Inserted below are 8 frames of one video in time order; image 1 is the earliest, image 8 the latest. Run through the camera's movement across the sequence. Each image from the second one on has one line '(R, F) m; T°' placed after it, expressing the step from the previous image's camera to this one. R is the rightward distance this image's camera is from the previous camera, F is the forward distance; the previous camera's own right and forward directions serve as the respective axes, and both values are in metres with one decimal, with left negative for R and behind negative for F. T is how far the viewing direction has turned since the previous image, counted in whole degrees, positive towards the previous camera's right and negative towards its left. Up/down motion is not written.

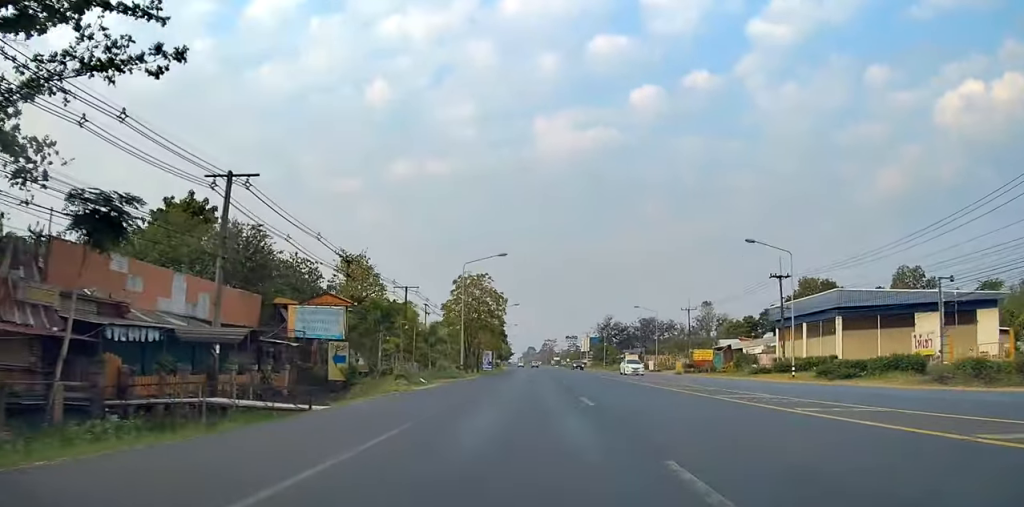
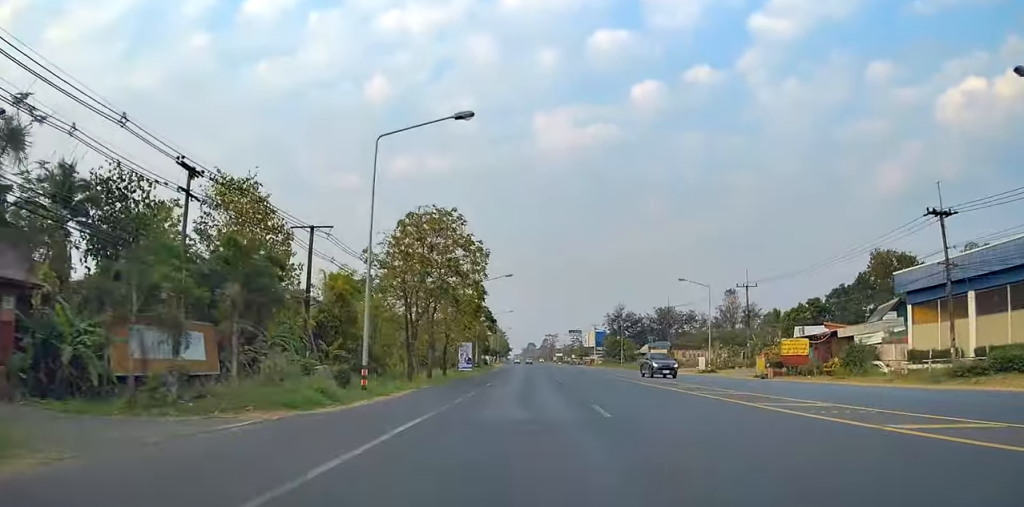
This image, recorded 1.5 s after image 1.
(0.0, +28.1) m; -1°
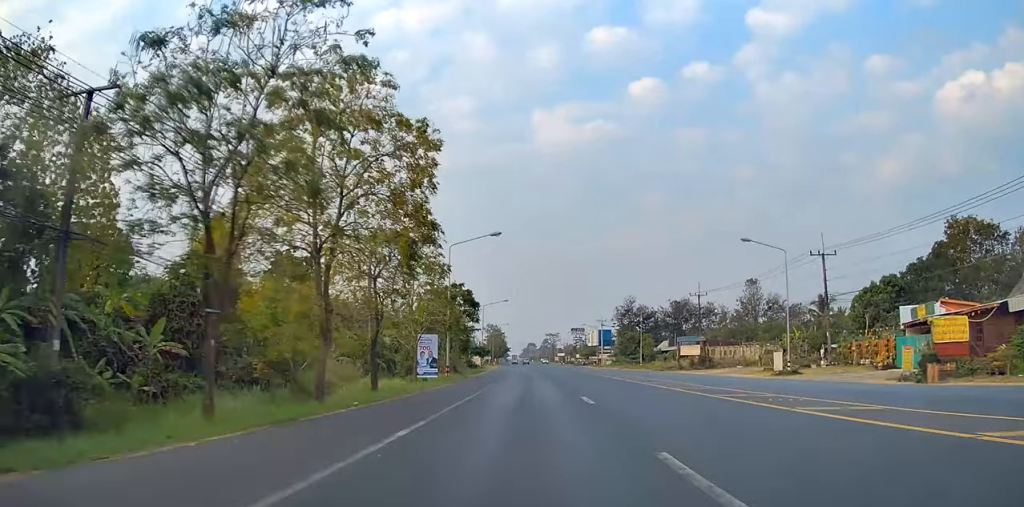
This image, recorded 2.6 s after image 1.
(-0.3, +20.7) m; -1°
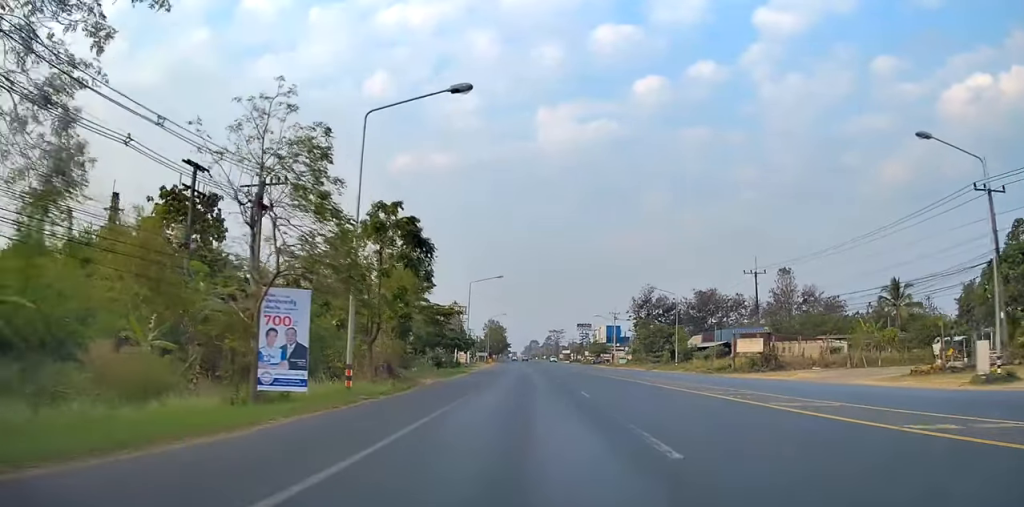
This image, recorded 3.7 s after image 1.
(0.0, +21.3) m; +1°
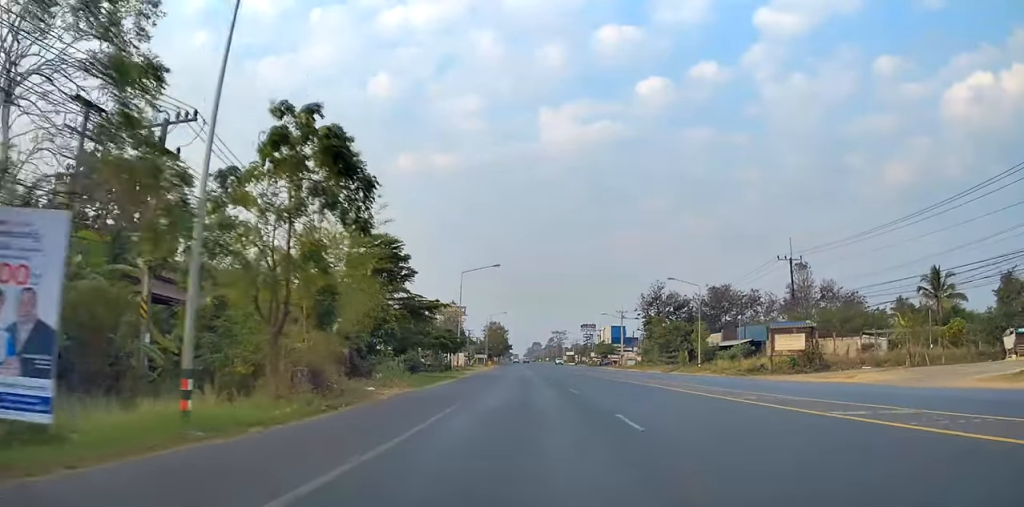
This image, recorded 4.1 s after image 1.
(+0.1, +8.9) m; 0°
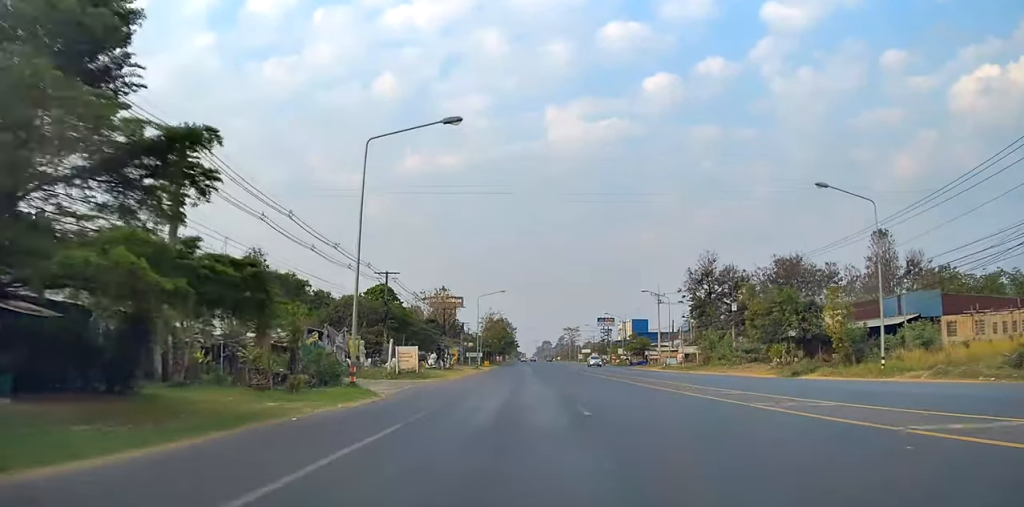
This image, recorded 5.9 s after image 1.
(-0.7, +33.0) m; -1°
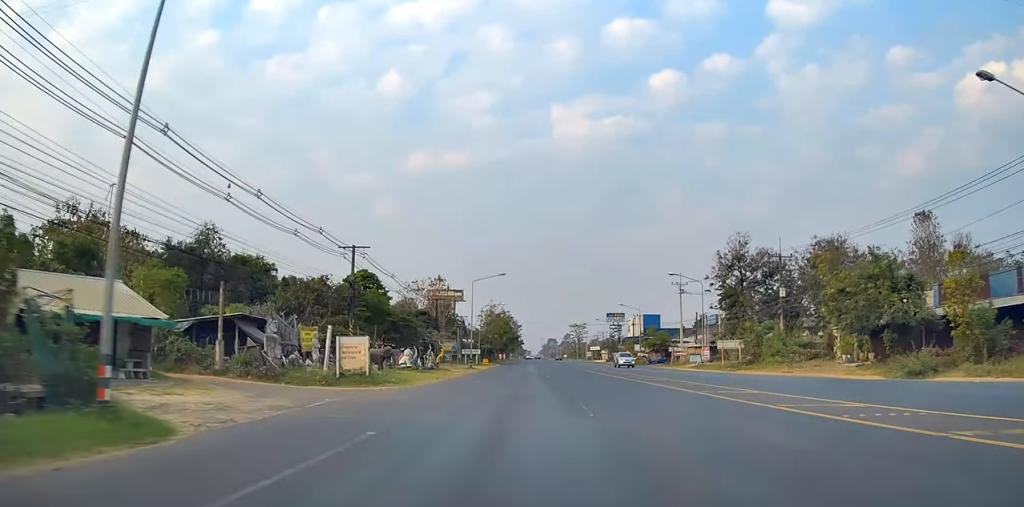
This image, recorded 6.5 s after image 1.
(+0.1, +12.8) m; 0°
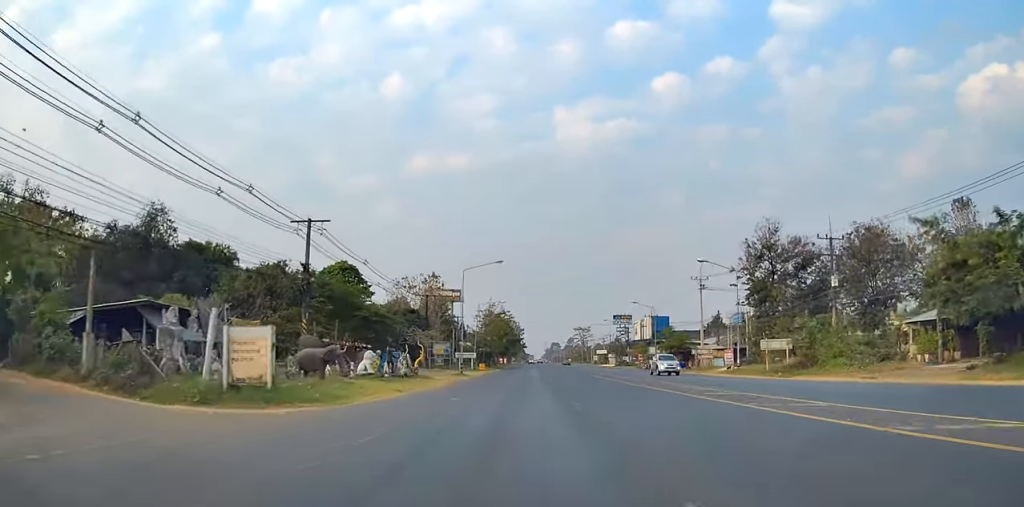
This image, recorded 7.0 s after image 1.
(+0.2, +10.0) m; 0°
